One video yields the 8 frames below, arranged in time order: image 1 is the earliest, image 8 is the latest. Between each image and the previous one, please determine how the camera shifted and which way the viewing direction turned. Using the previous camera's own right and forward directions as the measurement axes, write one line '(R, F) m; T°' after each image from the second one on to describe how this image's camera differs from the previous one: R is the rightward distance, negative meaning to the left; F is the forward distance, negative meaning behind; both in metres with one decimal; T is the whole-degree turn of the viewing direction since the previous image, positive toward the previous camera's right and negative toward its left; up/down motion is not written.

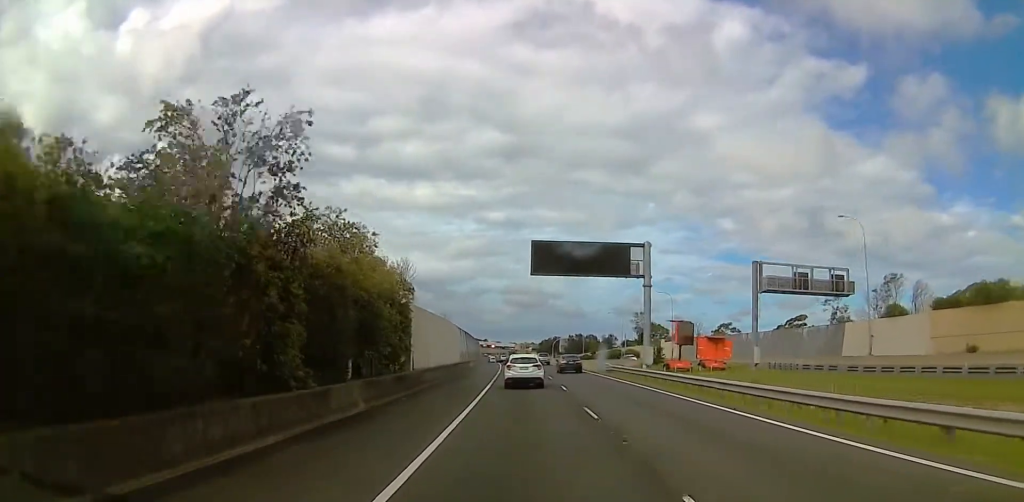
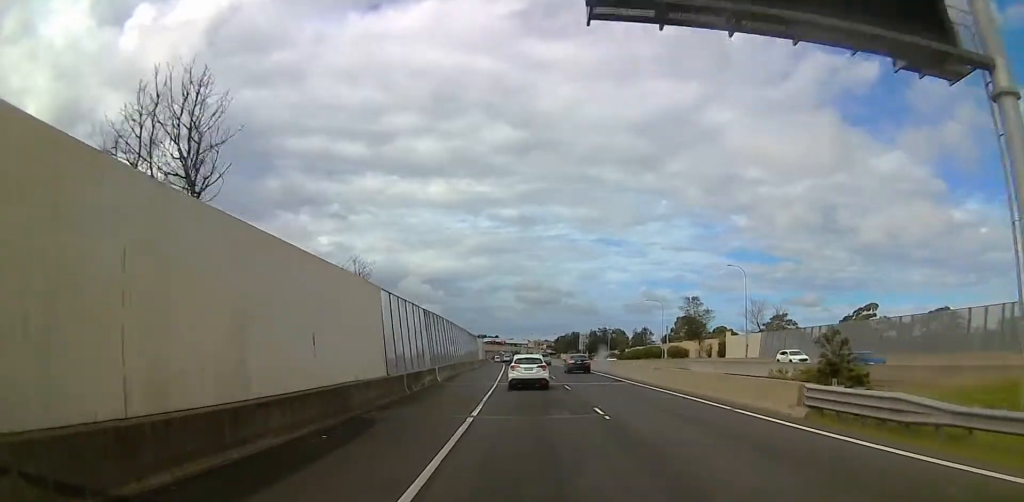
(-2.0, +40.5) m; -4°
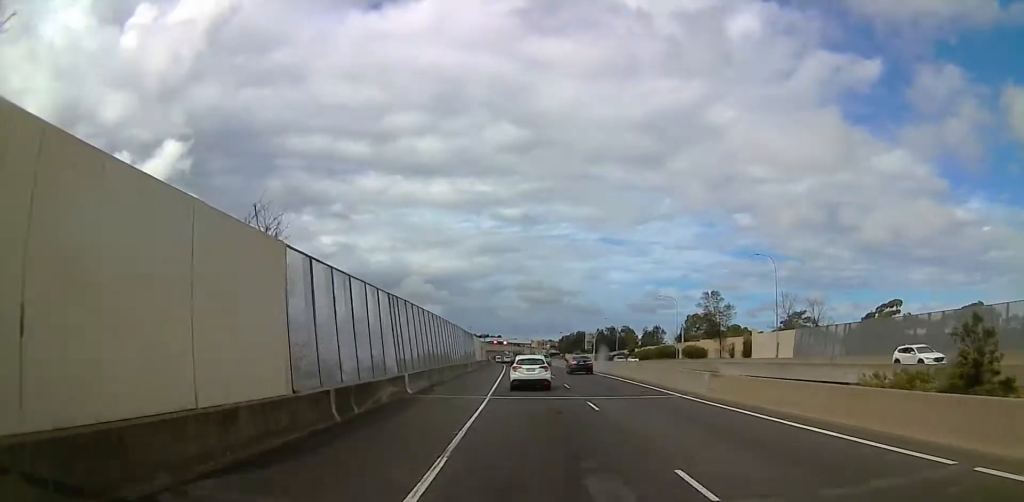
(-0.1, +11.8) m; 0°
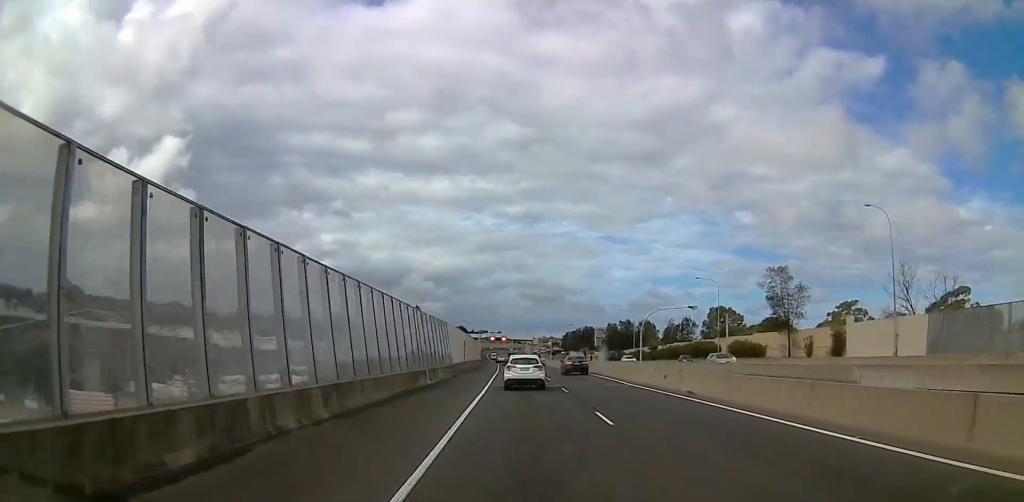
(-0.1, +31.1) m; 0°
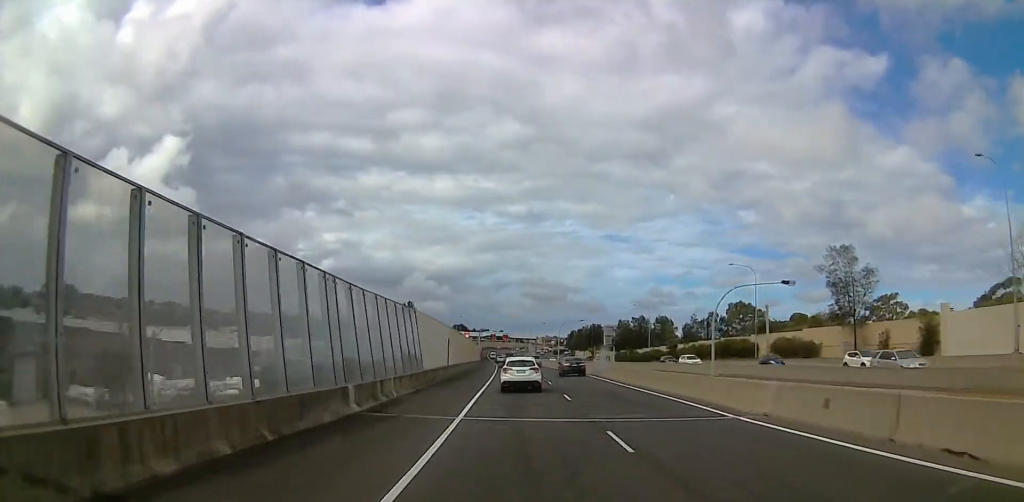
(0.0, +17.5) m; 0°
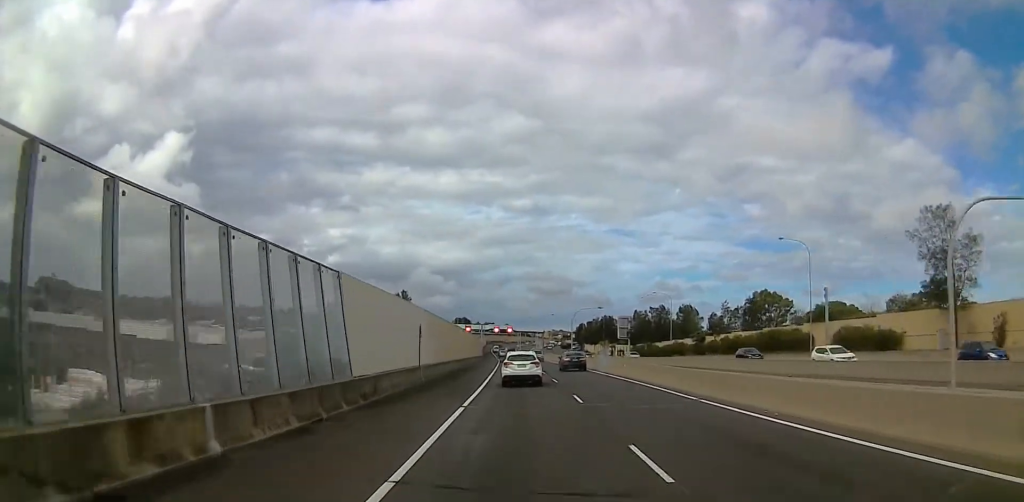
(0.0, +17.3) m; 0°
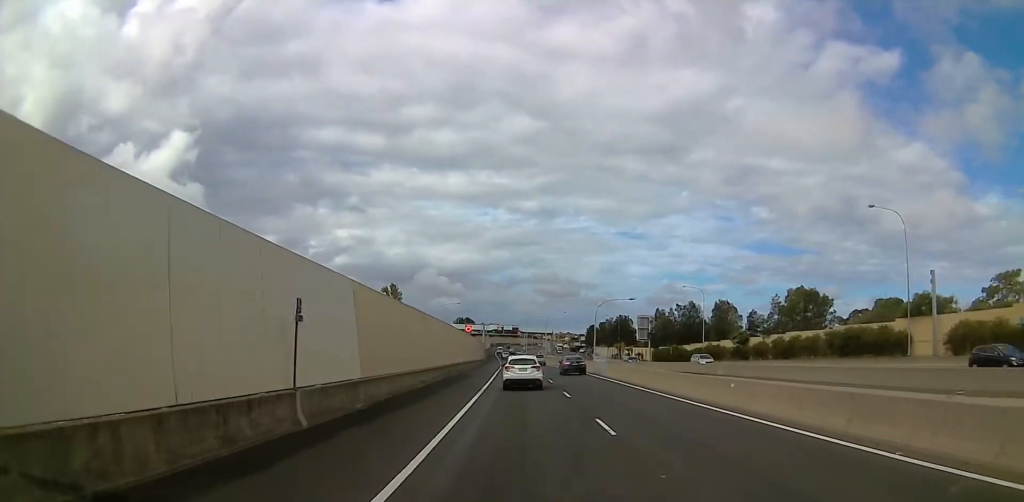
(0.0, +20.8) m; 0°
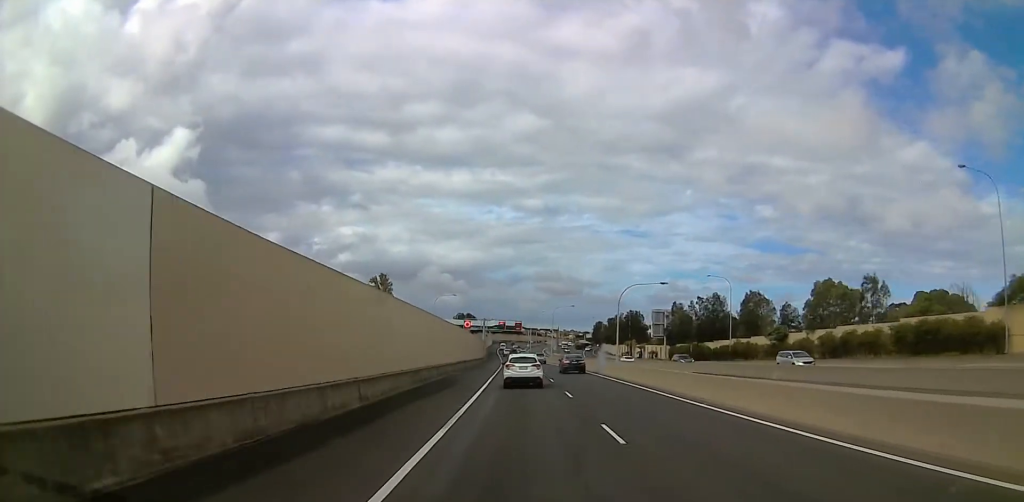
(0.0, +13.9) m; 0°
